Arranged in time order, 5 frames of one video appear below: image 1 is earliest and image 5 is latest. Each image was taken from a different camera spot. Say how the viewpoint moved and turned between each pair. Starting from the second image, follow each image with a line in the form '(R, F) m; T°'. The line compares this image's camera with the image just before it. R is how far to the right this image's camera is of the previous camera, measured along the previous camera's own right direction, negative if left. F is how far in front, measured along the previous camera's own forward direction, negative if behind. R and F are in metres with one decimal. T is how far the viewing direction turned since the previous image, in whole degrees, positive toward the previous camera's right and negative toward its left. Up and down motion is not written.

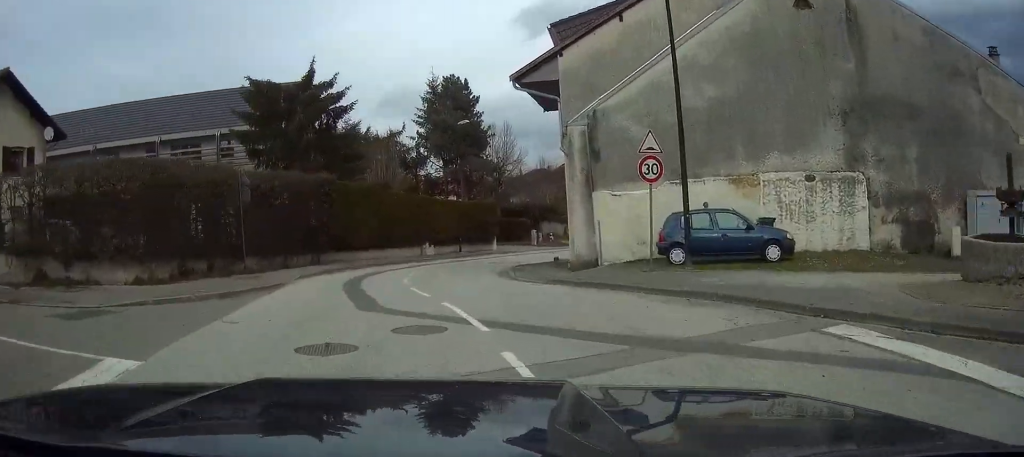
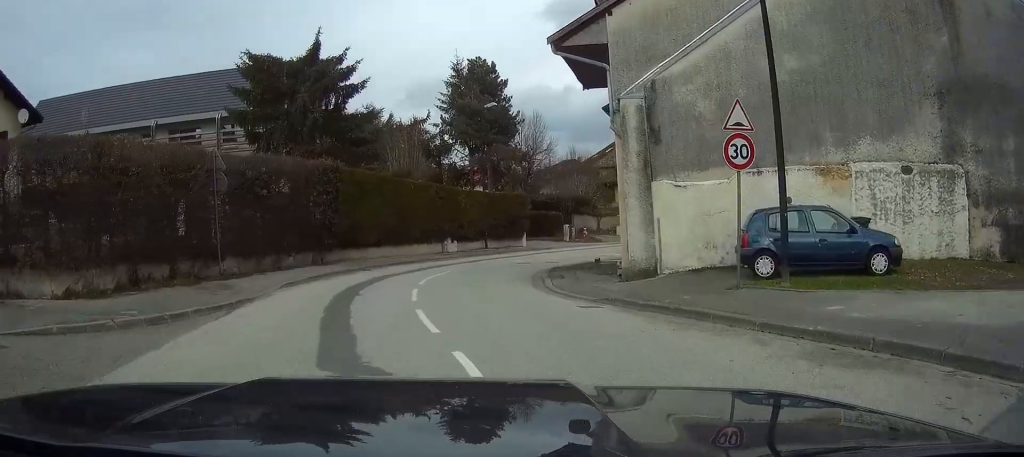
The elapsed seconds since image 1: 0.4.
(-0.1, +5.1) m; 0°
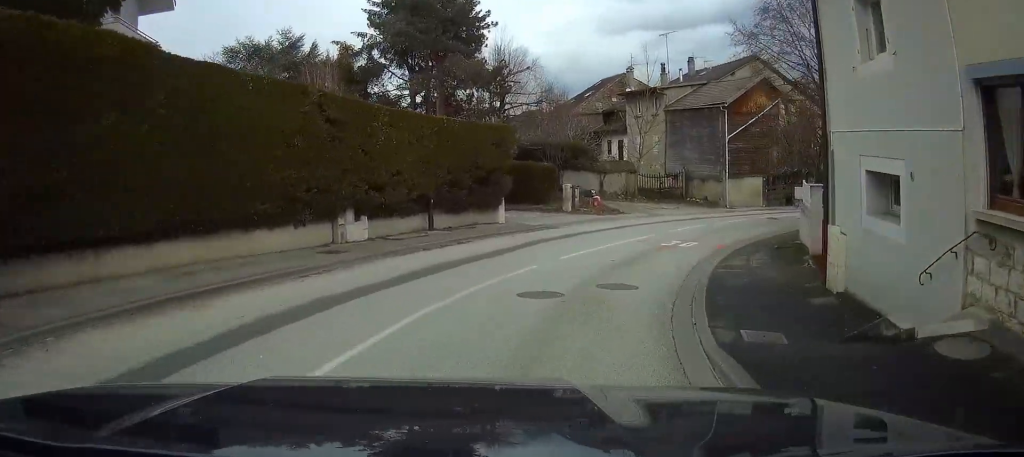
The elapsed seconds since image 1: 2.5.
(+0.1, +22.6) m; +4°
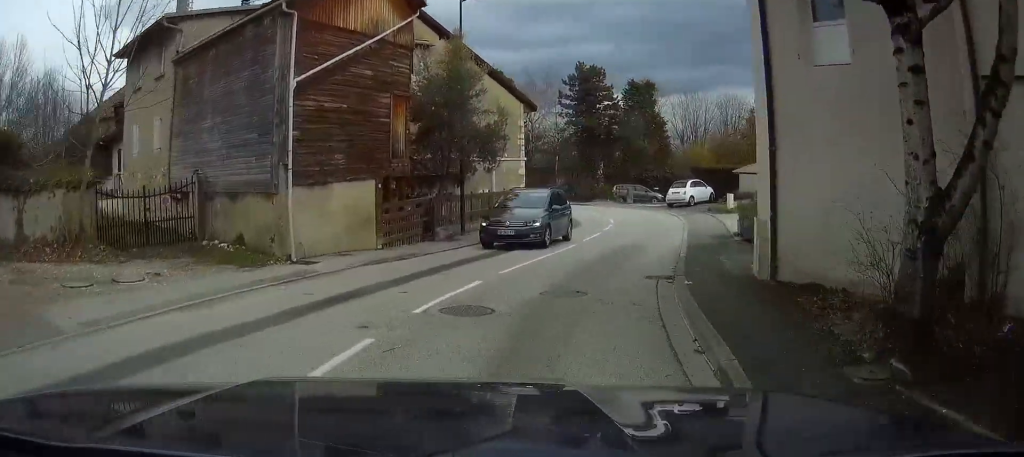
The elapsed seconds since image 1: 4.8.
(+7.6, +15.0) m; +67°
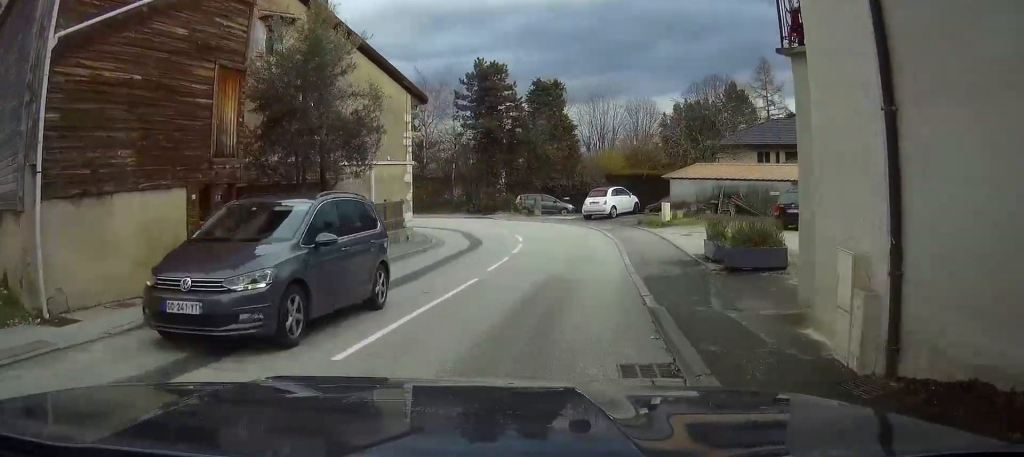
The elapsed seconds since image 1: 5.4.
(+0.3, +4.5) m; +7°
